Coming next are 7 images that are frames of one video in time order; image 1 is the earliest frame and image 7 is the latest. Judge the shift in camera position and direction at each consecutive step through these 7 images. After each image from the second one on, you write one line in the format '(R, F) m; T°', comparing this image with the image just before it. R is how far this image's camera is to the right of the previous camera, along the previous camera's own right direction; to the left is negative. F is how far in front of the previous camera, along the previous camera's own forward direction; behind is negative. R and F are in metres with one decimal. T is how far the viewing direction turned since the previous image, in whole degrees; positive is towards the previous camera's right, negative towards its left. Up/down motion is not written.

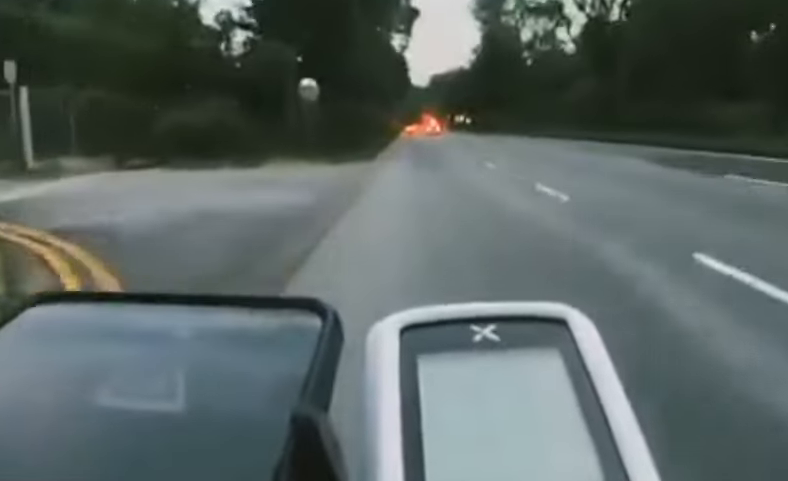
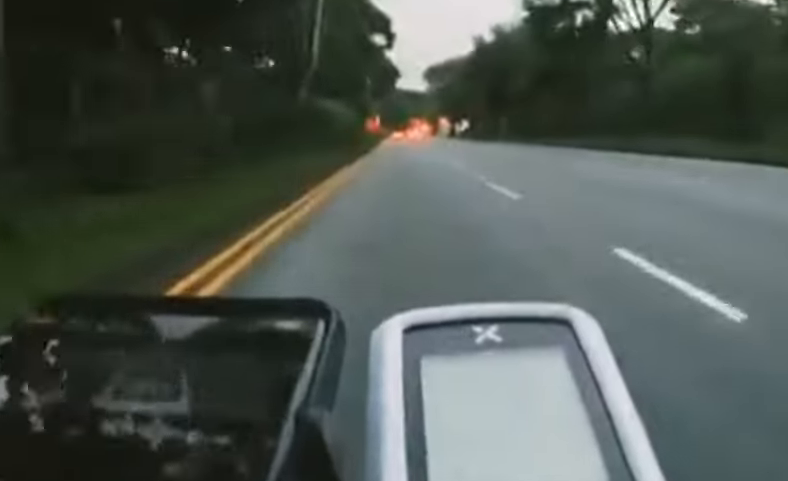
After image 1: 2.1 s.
(-0.7, +20.5) m; -4°
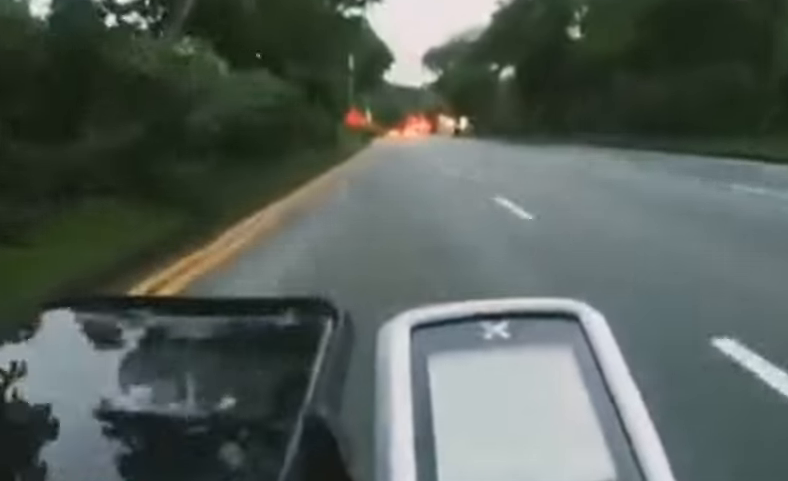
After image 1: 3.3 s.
(0.0, +11.4) m; 0°
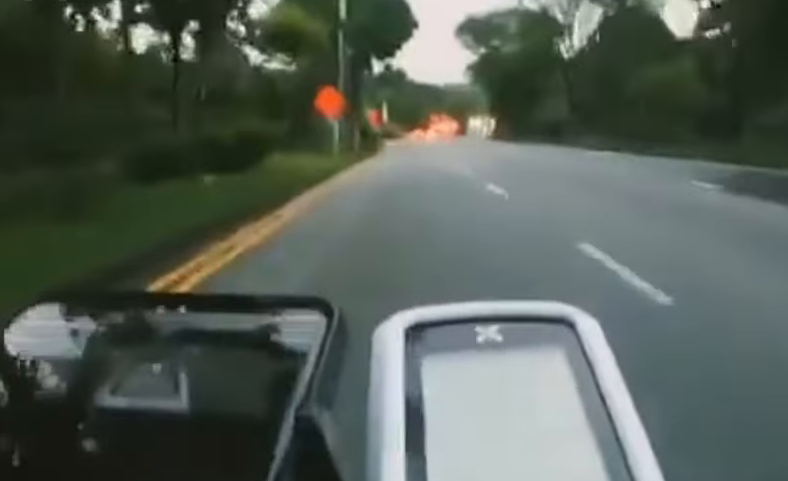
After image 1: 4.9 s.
(0.0, +15.0) m; 0°
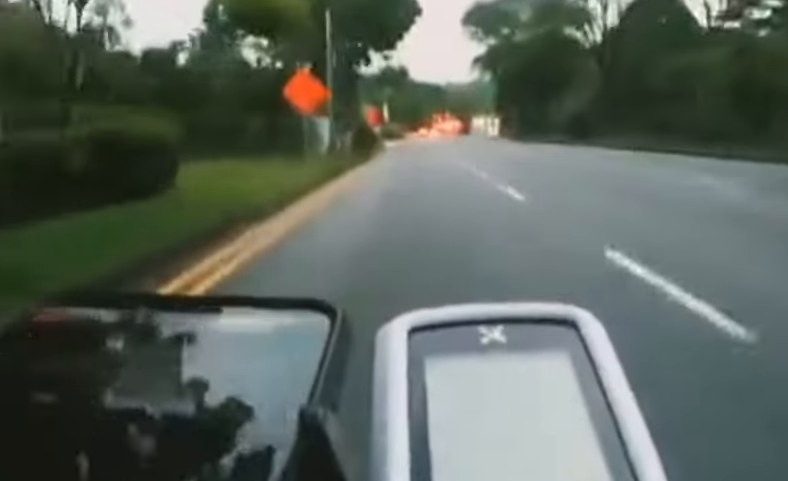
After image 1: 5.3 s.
(0.0, +3.7) m; 0°
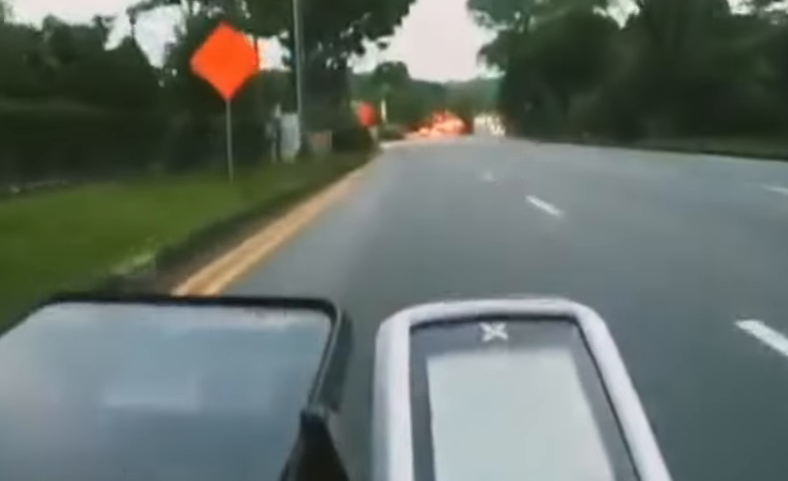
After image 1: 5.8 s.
(0.0, +4.4) m; 0°
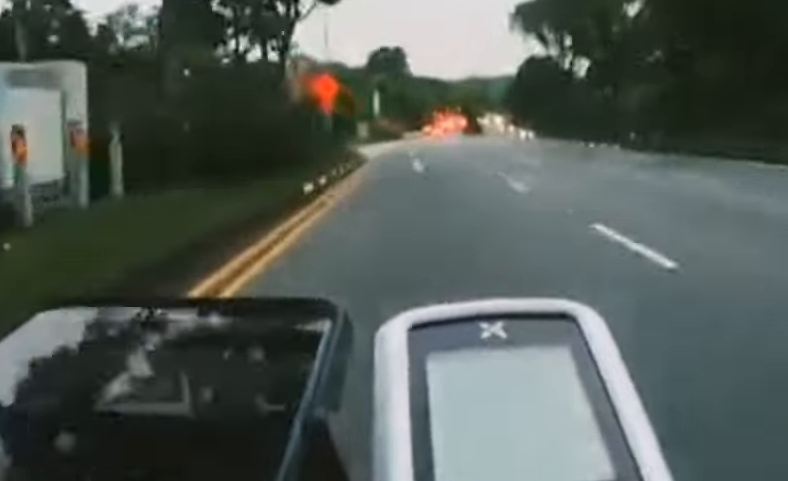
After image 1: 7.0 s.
(0.0, +11.1) m; 0°
